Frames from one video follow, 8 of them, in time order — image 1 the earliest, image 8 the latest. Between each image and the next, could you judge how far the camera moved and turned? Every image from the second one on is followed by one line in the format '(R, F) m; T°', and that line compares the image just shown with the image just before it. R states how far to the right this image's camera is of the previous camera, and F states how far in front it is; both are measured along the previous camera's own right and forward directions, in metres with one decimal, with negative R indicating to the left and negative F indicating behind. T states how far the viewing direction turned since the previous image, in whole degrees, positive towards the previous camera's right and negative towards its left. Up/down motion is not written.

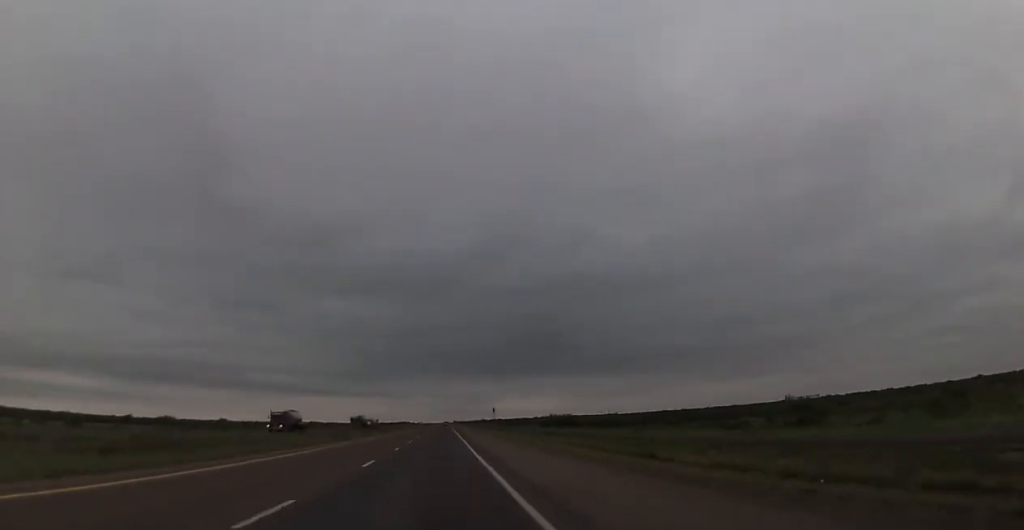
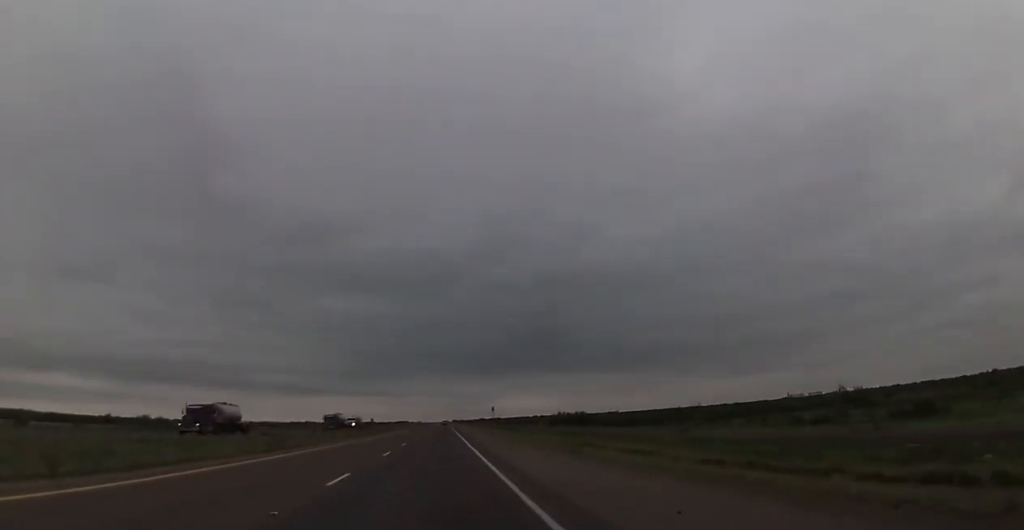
(0.0, +18.4) m; 0°
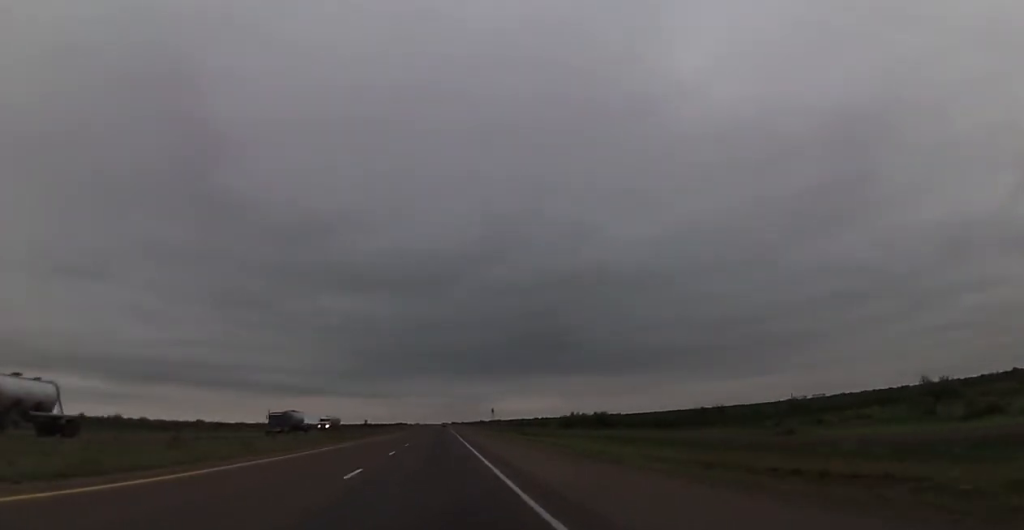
(0.0, +22.0) m; 0°
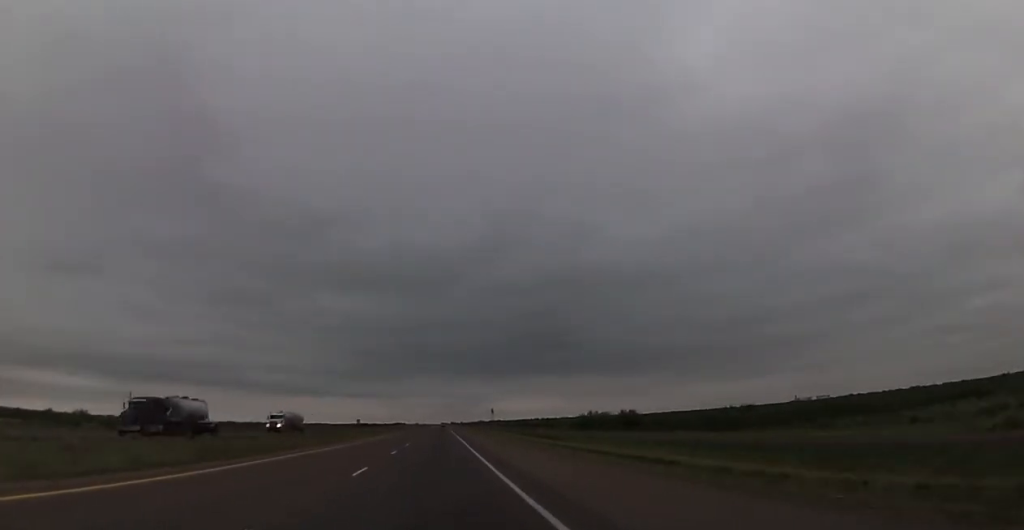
(-0.1, +23.2) m; 0°
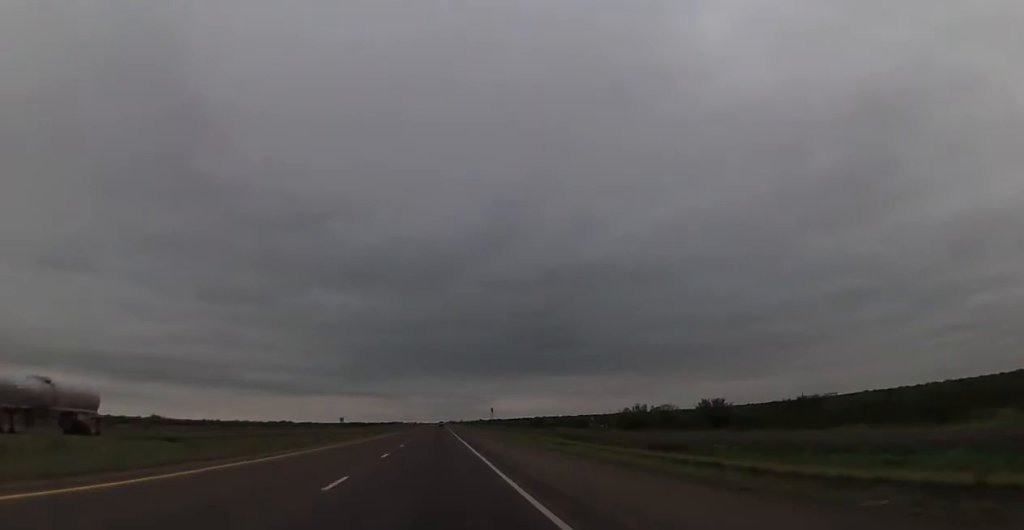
(+0.2, +40.4) m; 0°
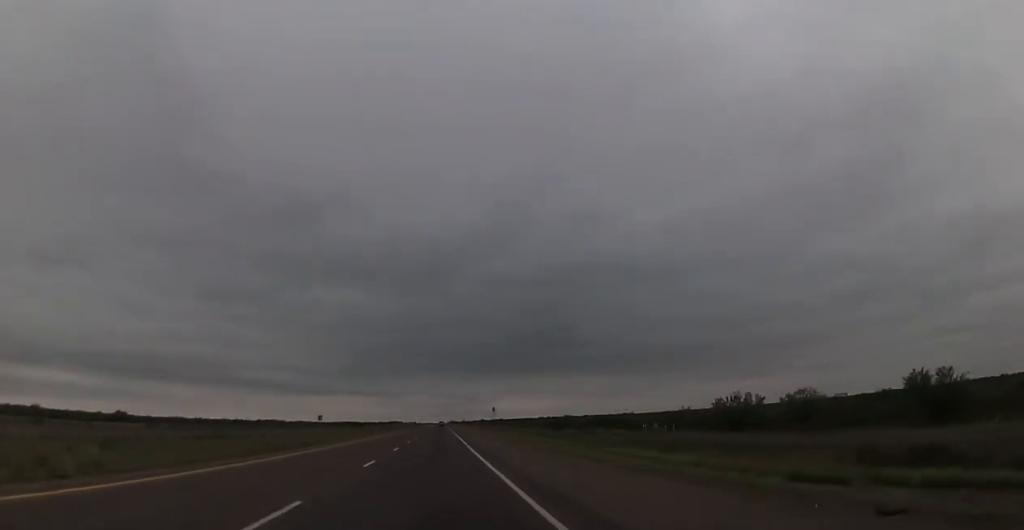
(-0.2, +41.6) m; 0°
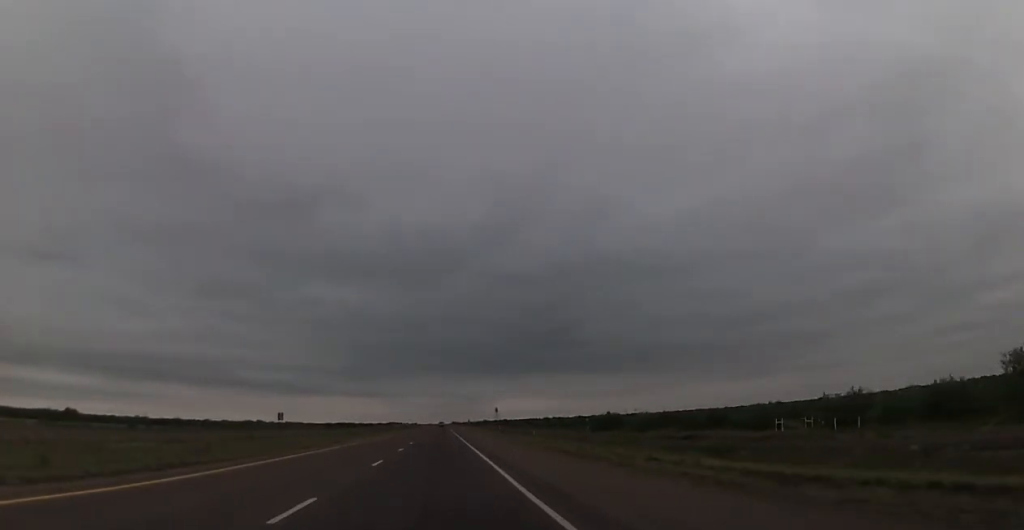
(-0.1, +47.7) m; -1°
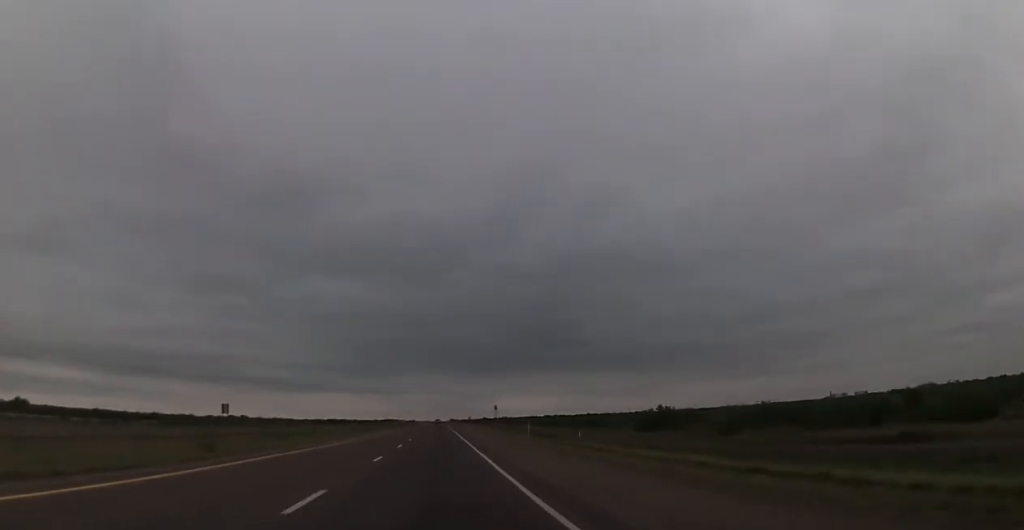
(-0.3, +35.5) m; 0°
